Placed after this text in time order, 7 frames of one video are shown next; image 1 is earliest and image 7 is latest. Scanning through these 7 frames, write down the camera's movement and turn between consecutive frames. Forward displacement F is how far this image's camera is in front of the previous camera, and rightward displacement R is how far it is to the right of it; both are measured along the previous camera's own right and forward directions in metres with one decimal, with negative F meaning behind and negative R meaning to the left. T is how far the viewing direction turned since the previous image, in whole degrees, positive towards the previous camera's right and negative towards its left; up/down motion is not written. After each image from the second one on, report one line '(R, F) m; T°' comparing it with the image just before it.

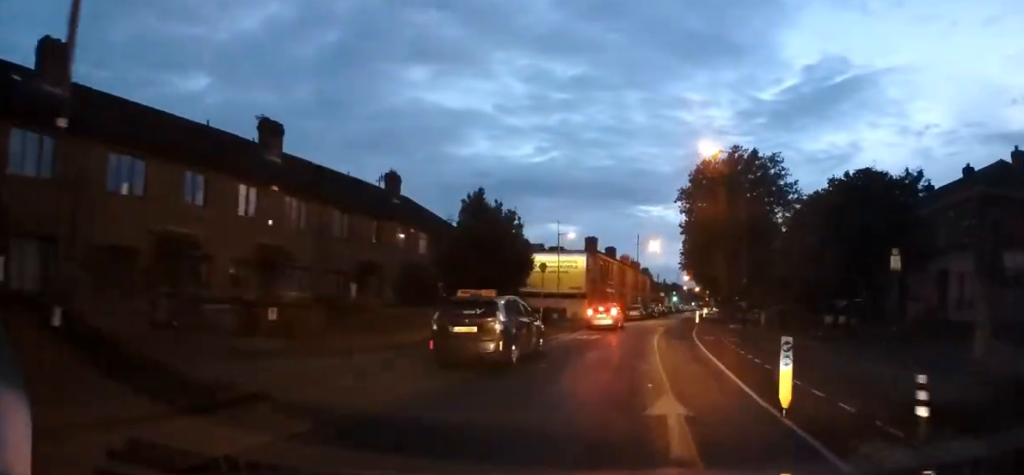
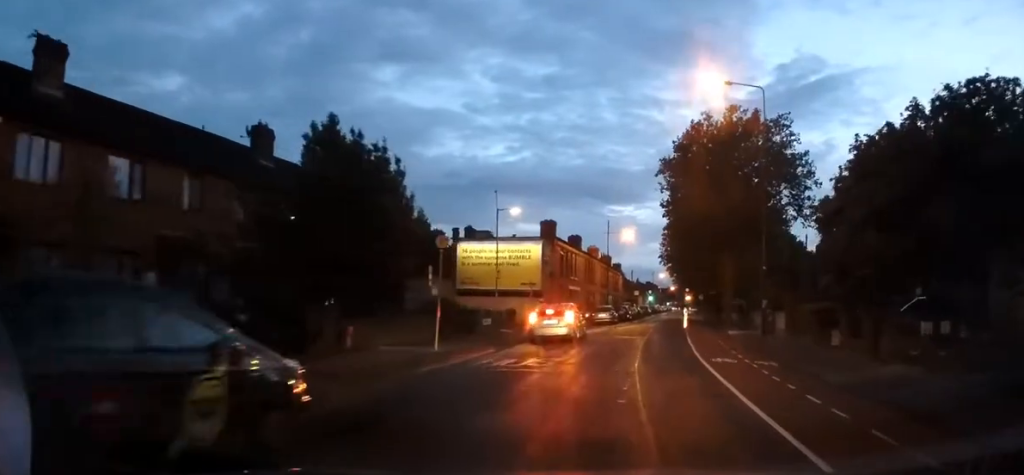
(+0.5, +11.6) m; +4°
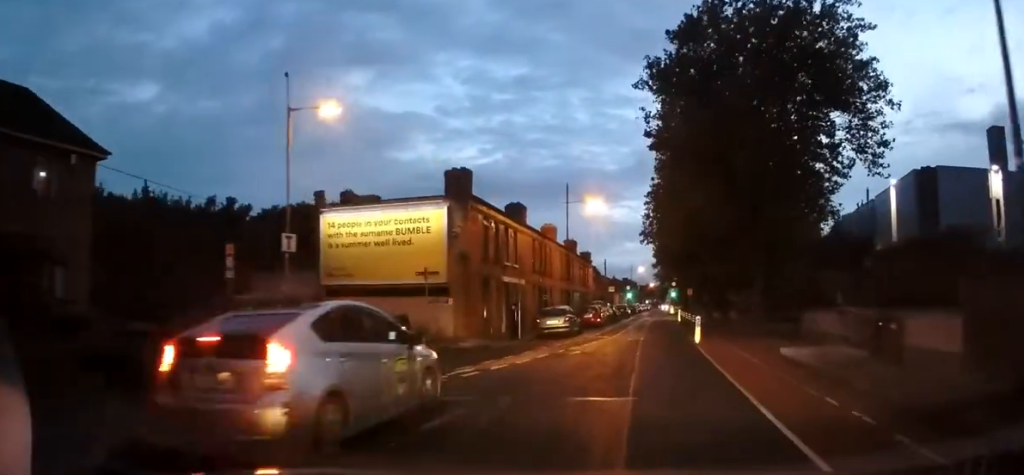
(-0.1, +17.6) m; +3°
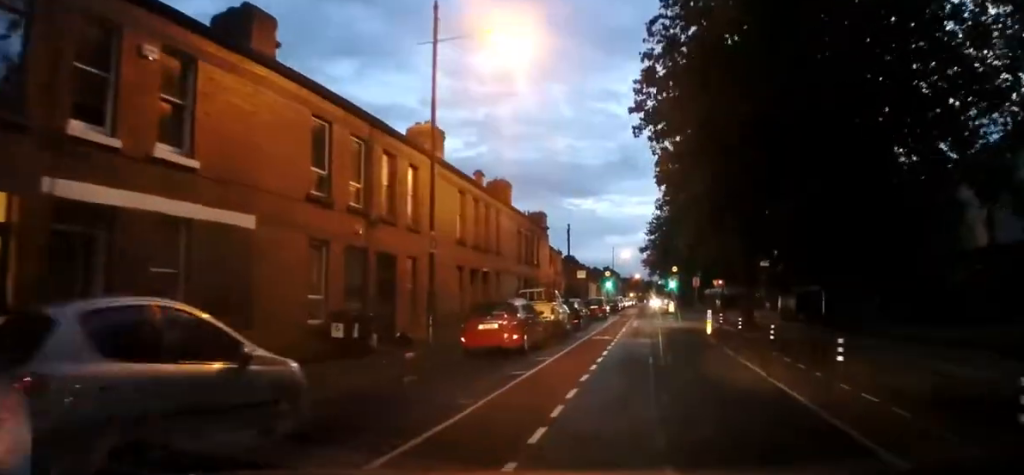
(+0.1, +25.8) m; -2°
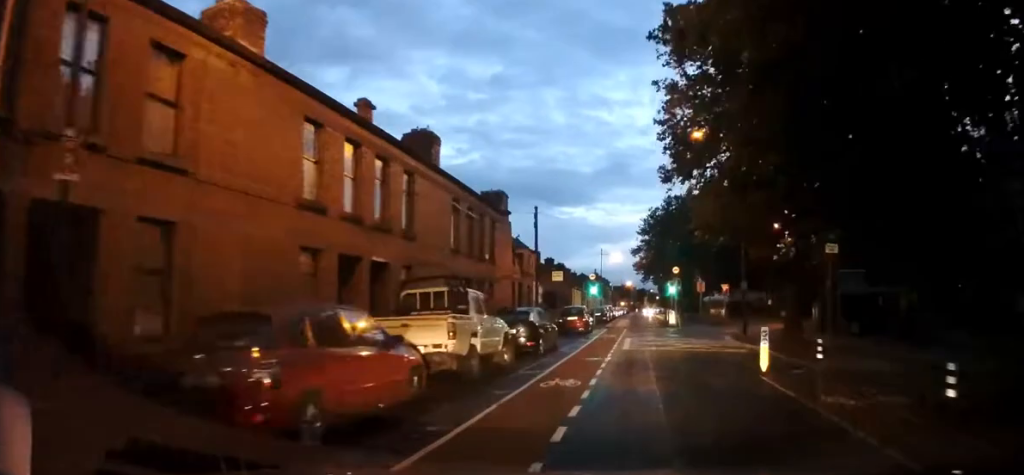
(+0.5, +10.9) m; +3°
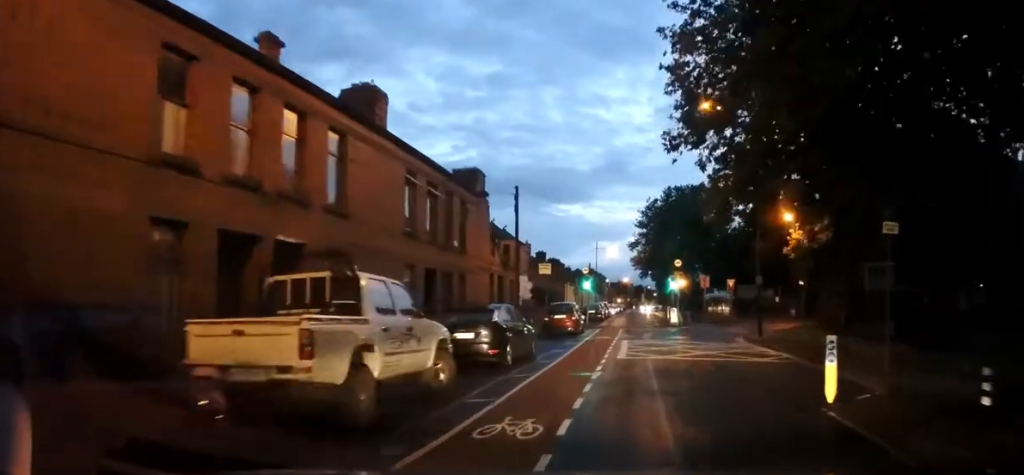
(-0.1, +4.5) m; +1°
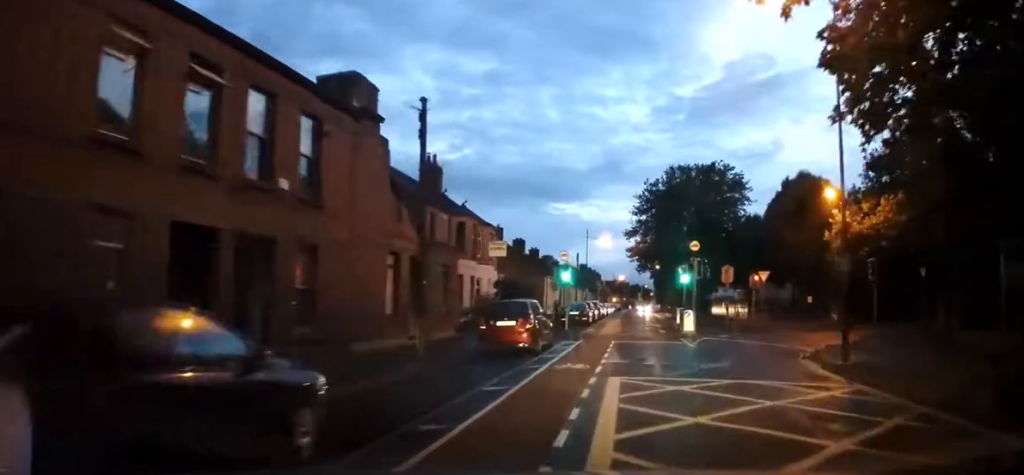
(+0.4, +11.8) m; +1°
